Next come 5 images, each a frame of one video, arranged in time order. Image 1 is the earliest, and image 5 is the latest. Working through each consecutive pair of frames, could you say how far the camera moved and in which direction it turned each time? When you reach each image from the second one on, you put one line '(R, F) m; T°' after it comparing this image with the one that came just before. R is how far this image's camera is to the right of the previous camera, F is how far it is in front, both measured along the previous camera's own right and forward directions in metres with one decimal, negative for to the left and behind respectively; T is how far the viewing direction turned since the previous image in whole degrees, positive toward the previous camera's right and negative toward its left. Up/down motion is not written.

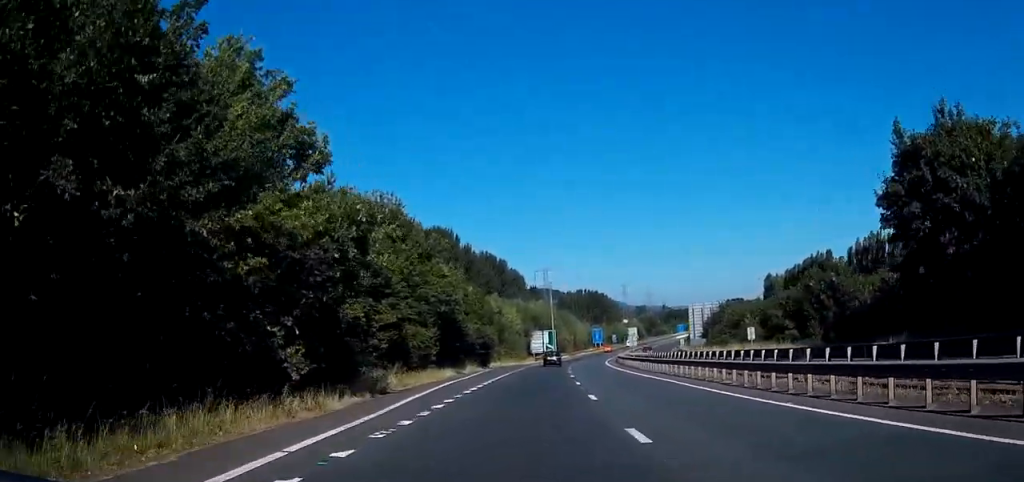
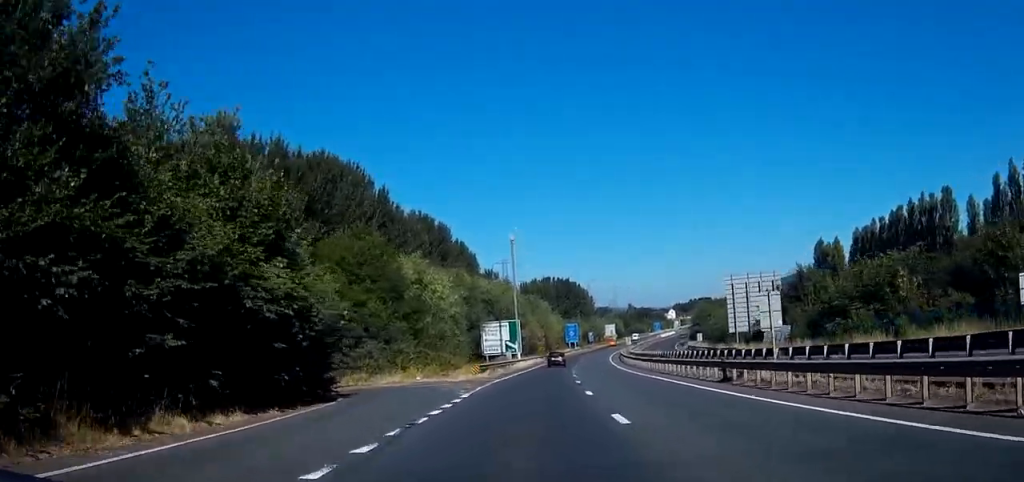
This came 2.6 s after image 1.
(+1.6, +51.7) m; +3°
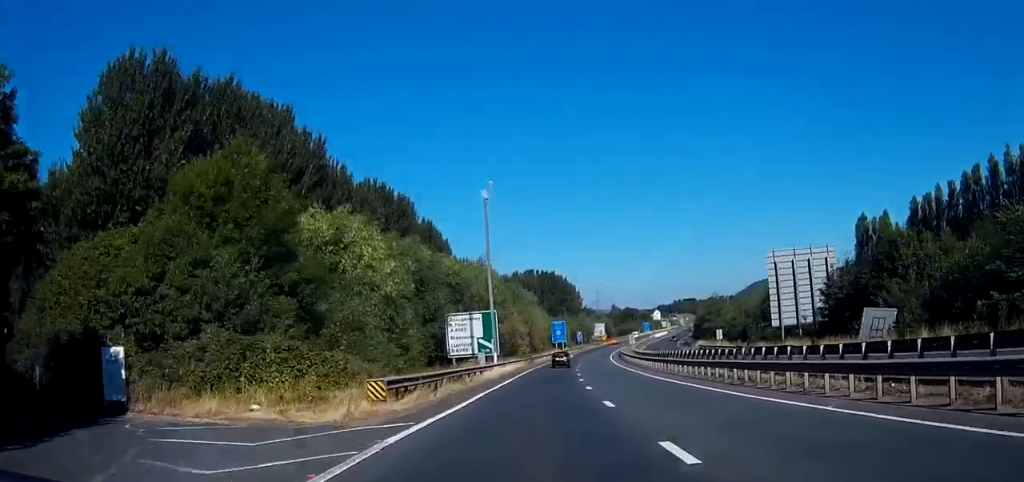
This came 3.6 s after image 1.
(+0.3, +22.7) m; +2°
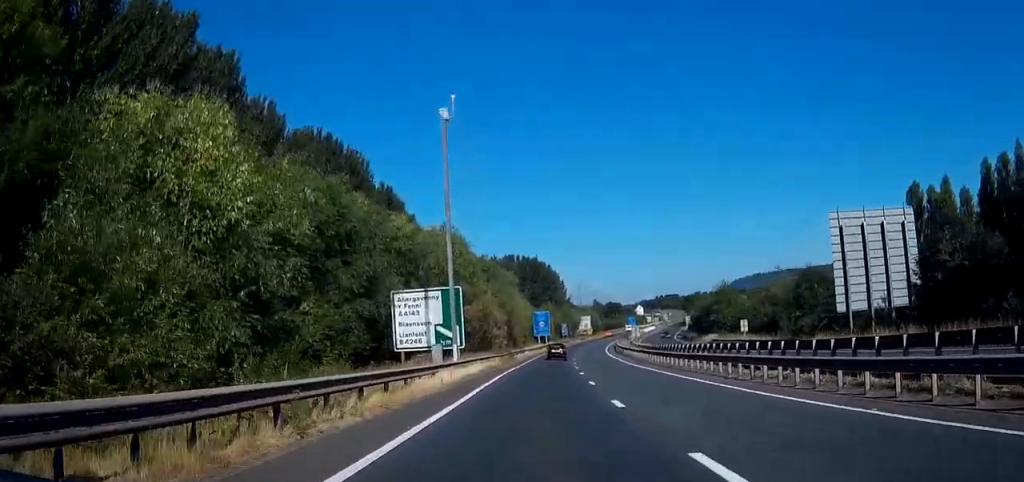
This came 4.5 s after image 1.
(+0.5, +20.1) m; +2°
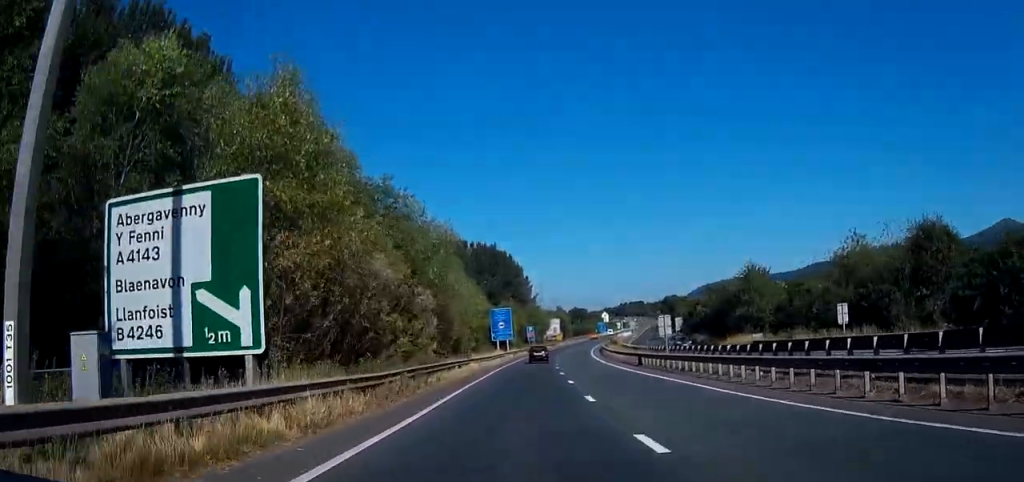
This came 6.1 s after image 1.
(+1.1, +35.1) m; +3°
